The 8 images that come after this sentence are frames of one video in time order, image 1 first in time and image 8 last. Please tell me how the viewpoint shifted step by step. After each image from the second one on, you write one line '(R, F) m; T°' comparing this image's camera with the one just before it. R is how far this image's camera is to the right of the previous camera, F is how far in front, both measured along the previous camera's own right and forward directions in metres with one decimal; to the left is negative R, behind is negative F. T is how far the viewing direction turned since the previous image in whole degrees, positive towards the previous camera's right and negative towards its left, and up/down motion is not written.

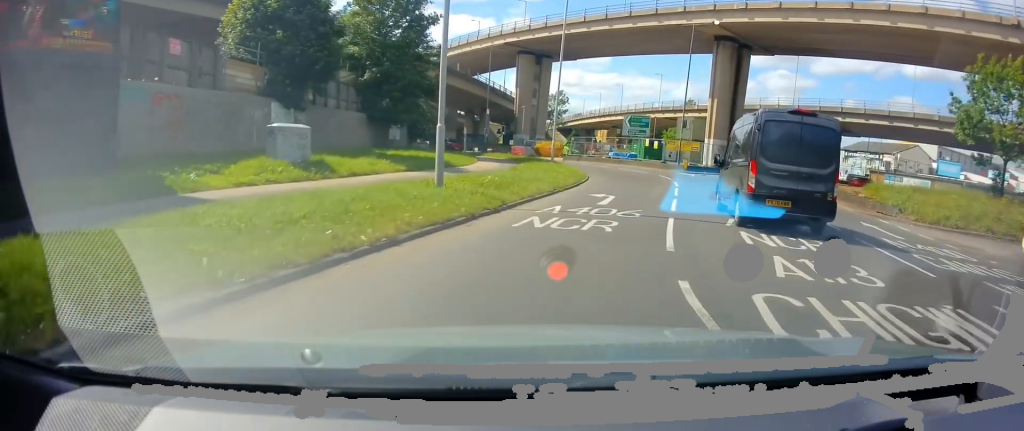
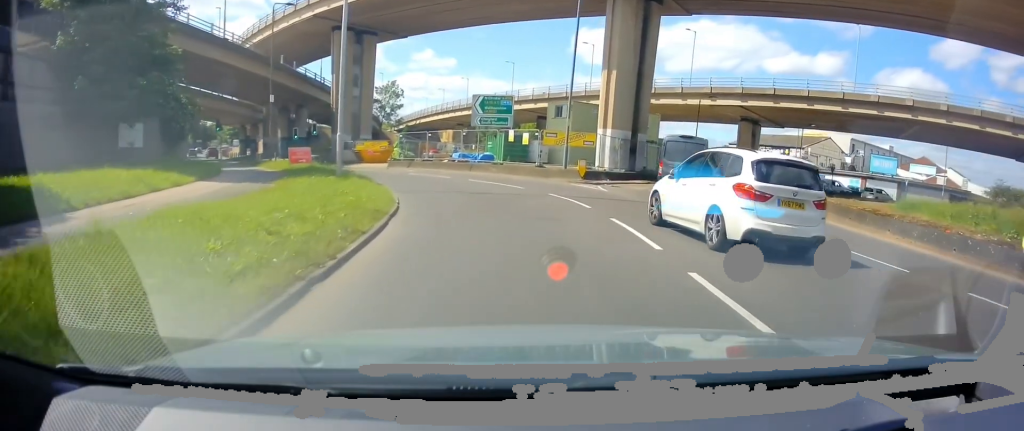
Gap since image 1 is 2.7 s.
(+3.5, +18.5) m; +13°
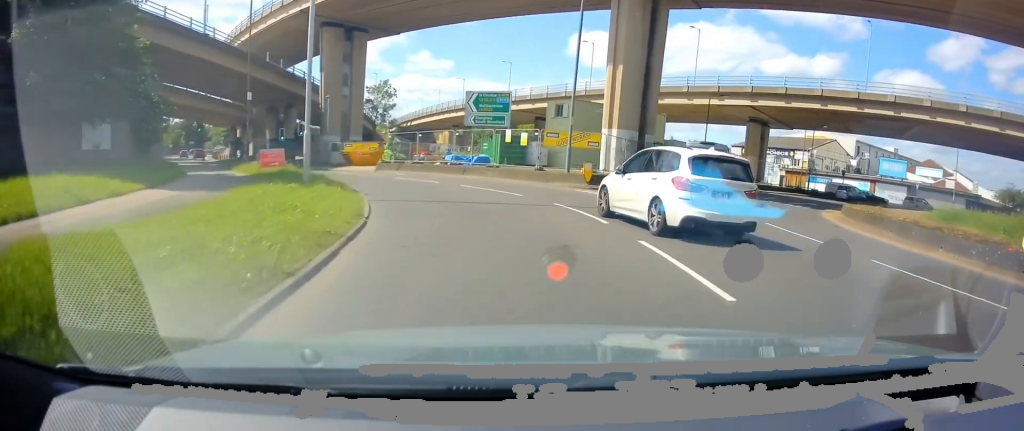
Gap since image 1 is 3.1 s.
(0.0, +3.1) m; -1°
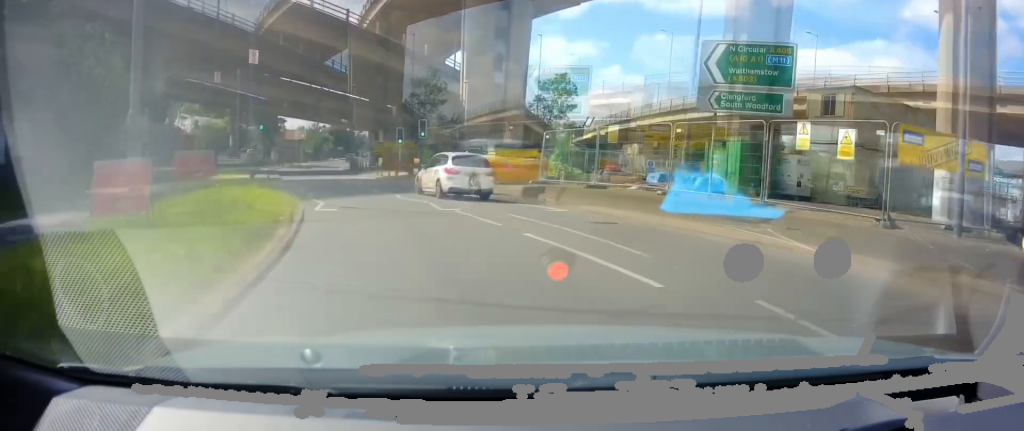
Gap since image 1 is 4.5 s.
(-0.4, +11.6) m; -8°
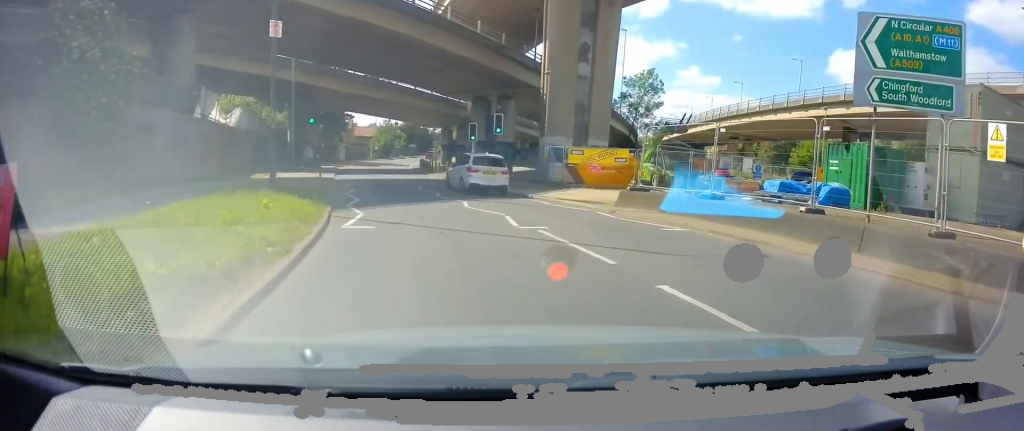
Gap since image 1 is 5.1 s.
(-0.1, +4.7) m; -5°
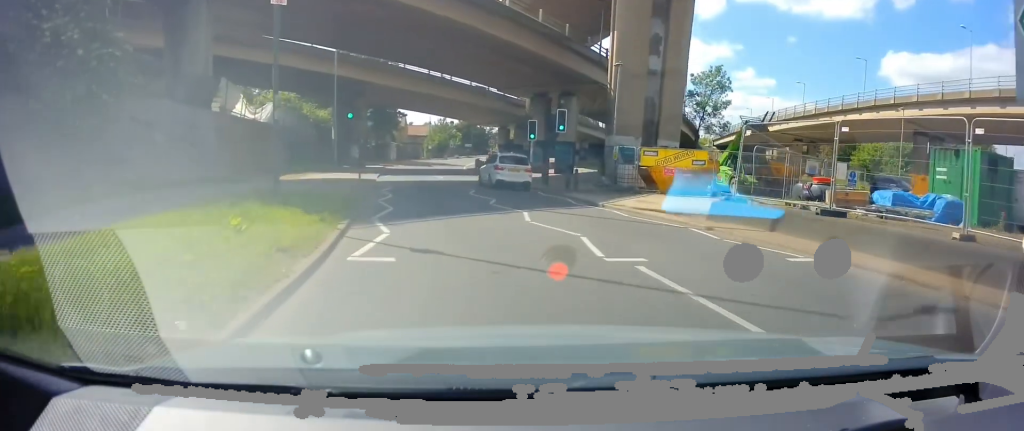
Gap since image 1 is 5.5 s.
(-0.2, +3.7) m; -4°
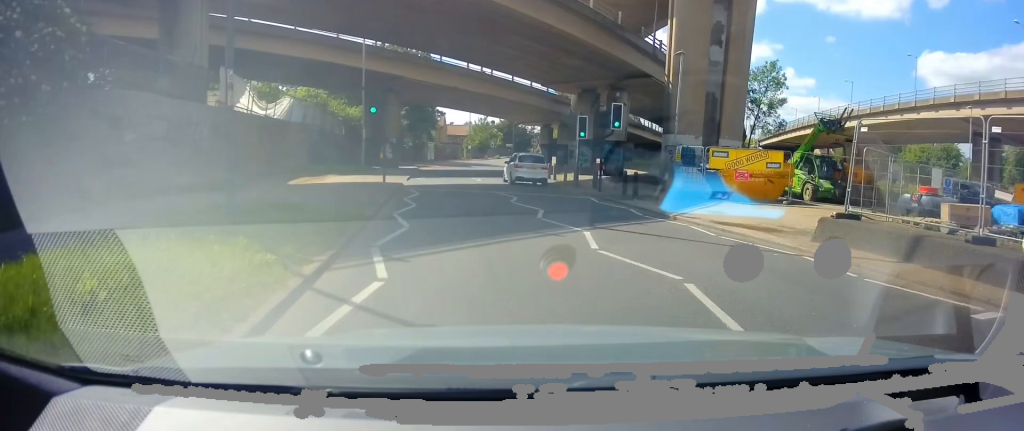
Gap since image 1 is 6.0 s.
(0.0, +4.0) m; -5°
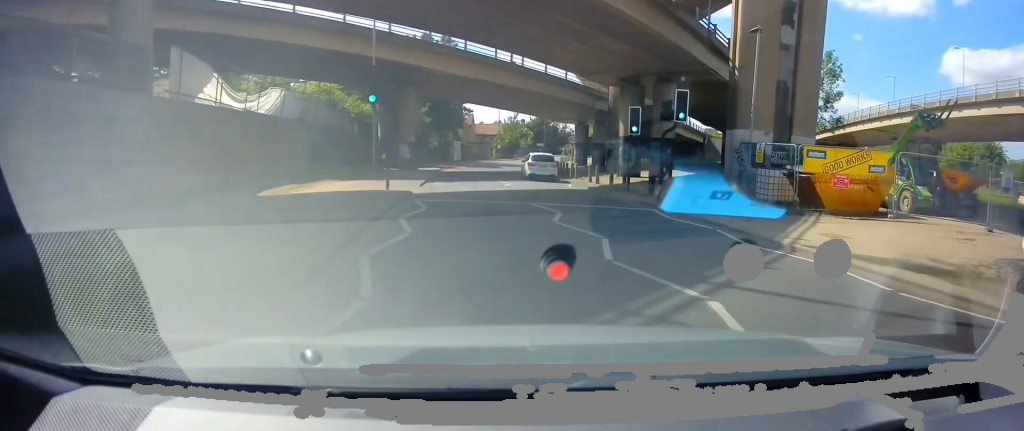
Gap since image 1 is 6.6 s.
(-0.5, +5.4) m; -7°
